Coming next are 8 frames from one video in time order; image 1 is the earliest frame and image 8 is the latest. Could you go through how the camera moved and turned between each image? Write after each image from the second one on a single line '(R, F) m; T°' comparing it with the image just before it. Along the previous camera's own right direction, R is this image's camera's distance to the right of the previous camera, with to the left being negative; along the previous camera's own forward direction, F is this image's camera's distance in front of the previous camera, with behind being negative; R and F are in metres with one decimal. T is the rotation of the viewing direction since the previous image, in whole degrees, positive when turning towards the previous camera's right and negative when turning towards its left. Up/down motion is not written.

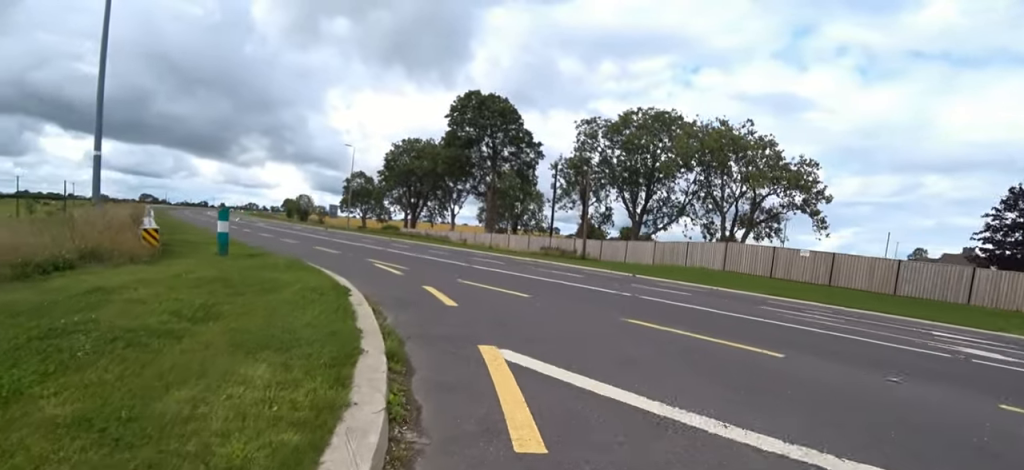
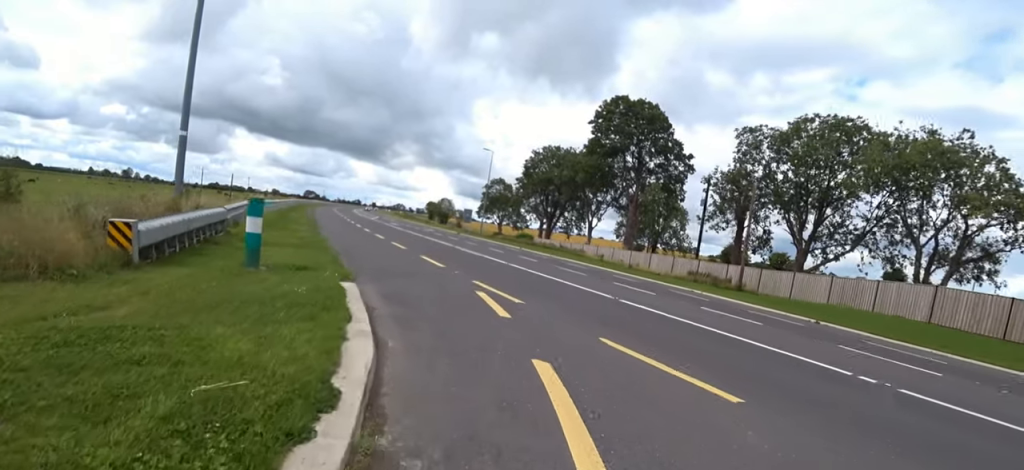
(-0.9, +3.8) m; -22°
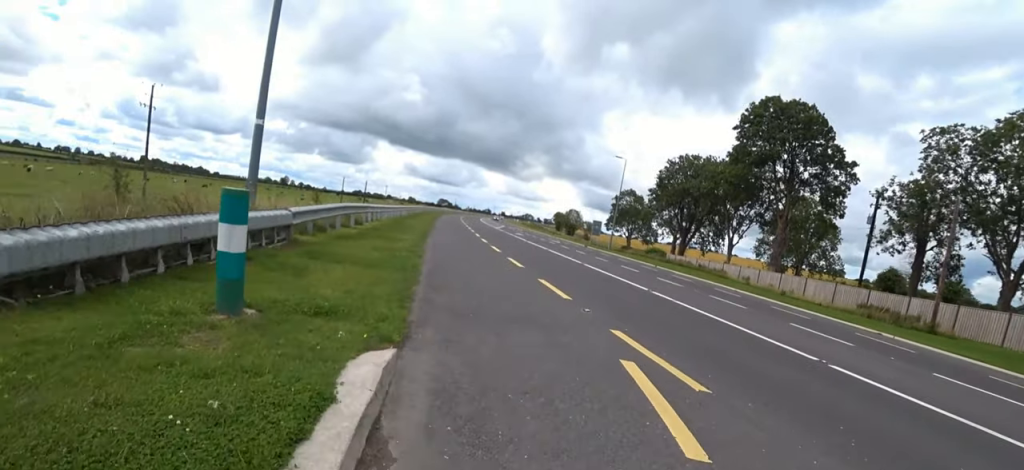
(-0.4, +3.2) m; -9°
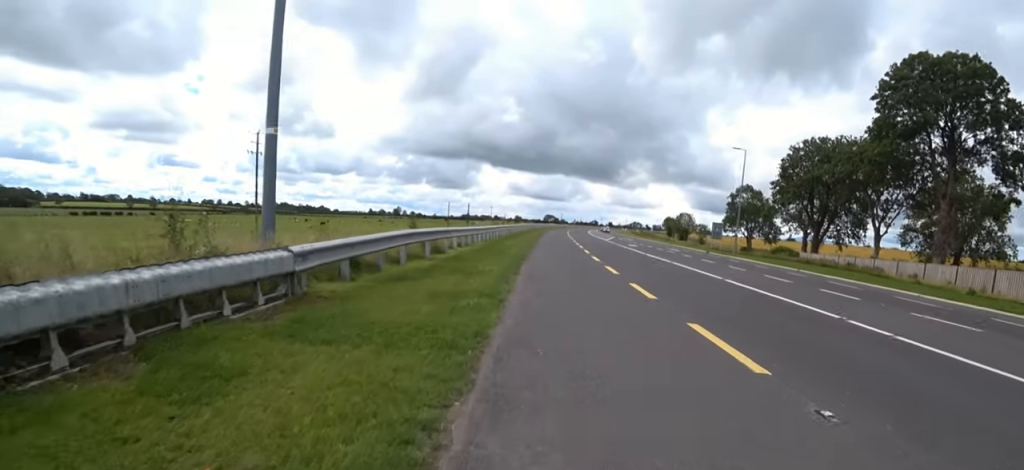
(-0.1, +3.3) m; -14°
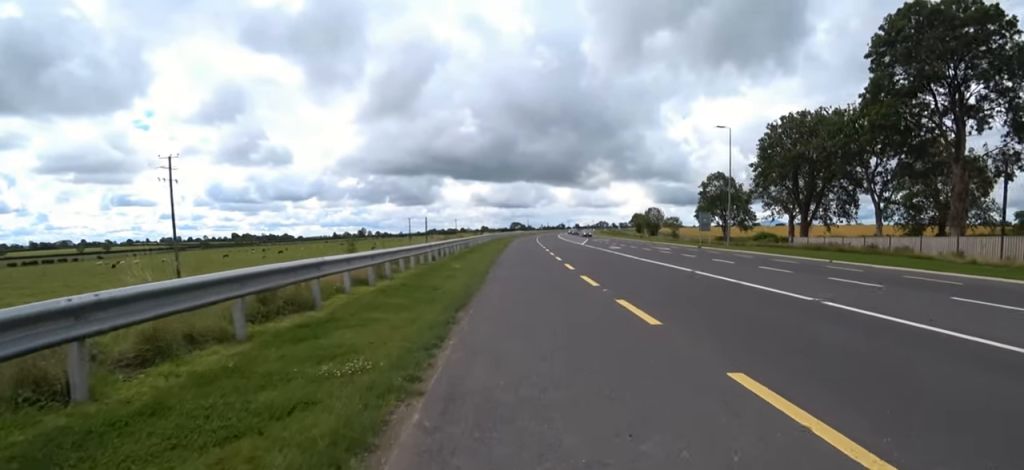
(-0.9, +6.2) m; -3°
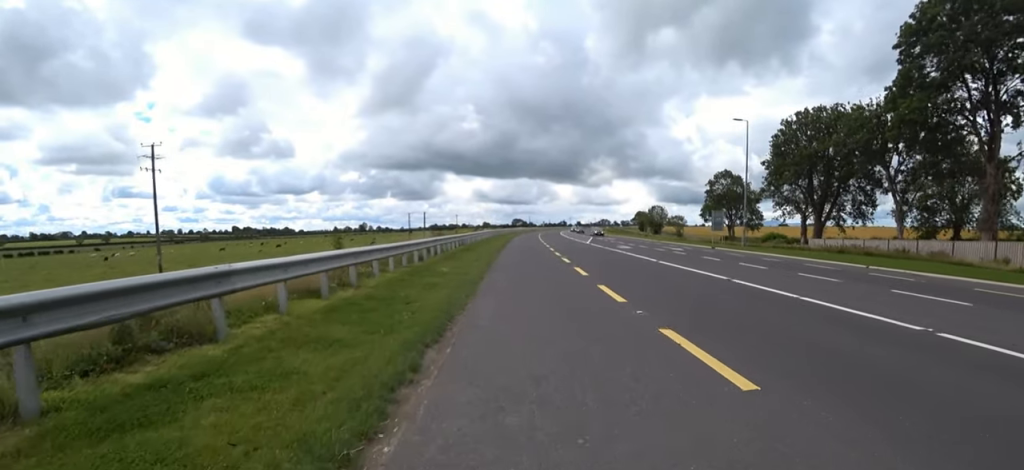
(+0.4, +2.2) m; +2°
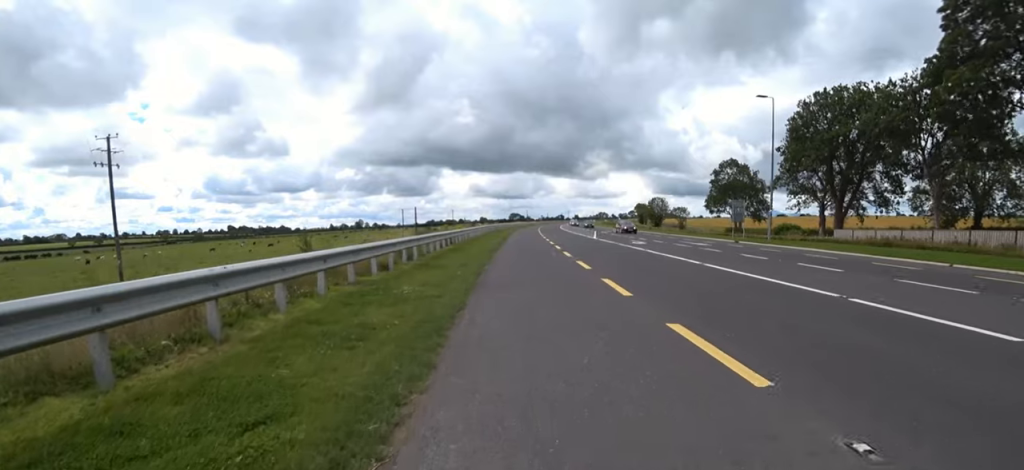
(-0.3, +4.0) m; -1°
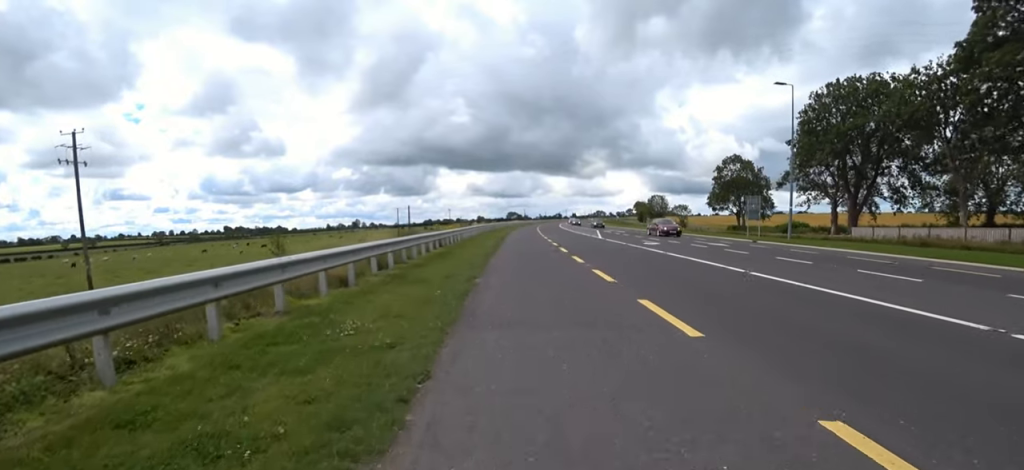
(-0.1, +2.7) m; -2°
